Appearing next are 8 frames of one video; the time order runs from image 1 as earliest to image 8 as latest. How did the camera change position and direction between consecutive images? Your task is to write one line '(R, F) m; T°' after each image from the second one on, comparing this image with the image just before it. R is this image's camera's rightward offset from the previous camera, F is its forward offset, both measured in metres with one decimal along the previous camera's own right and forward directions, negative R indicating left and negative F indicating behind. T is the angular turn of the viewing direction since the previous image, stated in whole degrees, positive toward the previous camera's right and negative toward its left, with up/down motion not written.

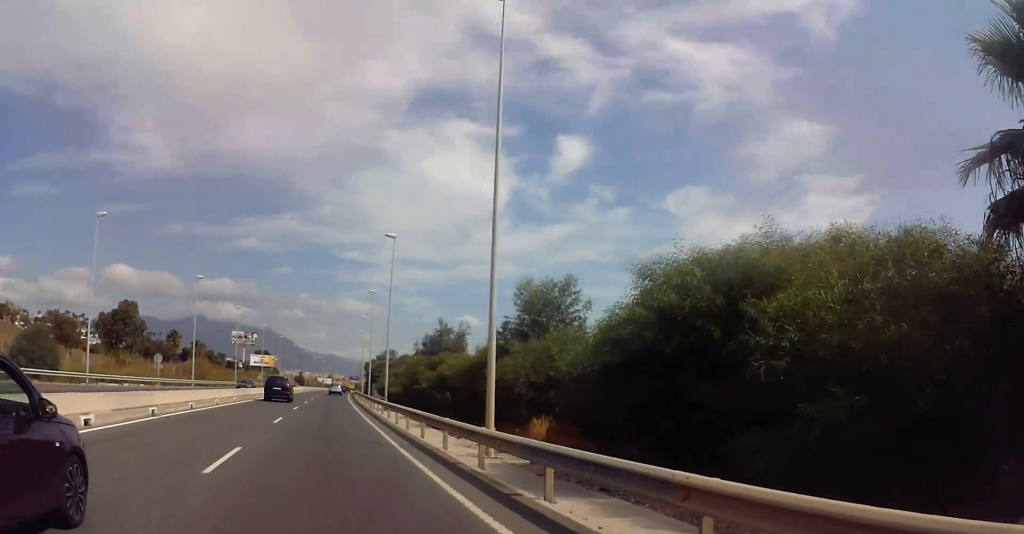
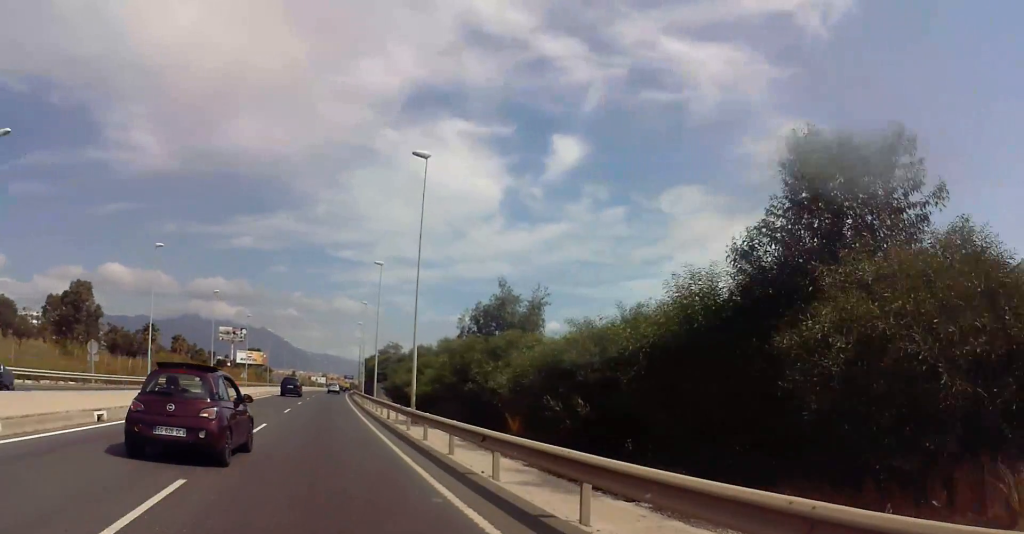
(+0.1, +17.0) m; +2°
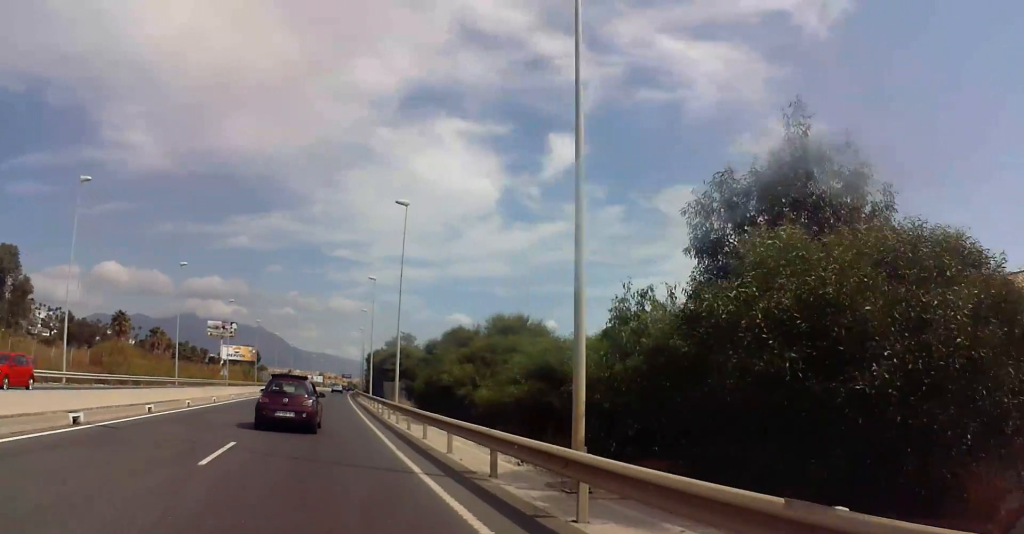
(+0.5, +20.9) m; 0°
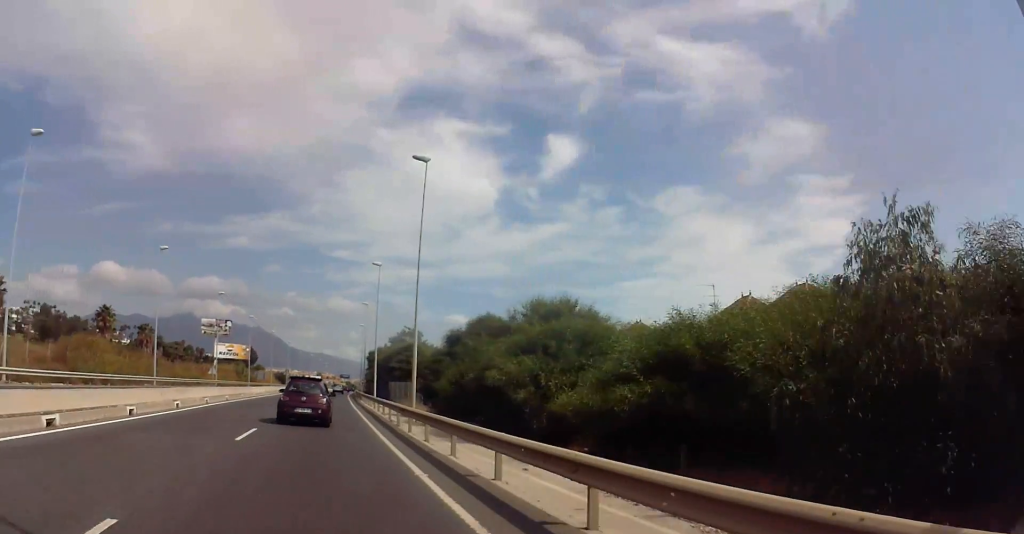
(+0.1, +7.8) m; -1°
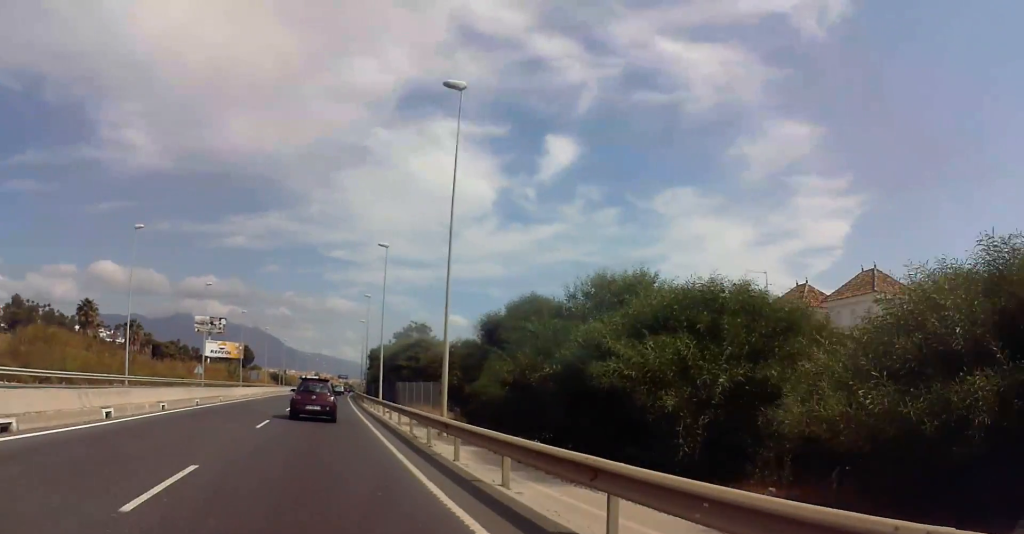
(-0.3, +9.1) m; +1°
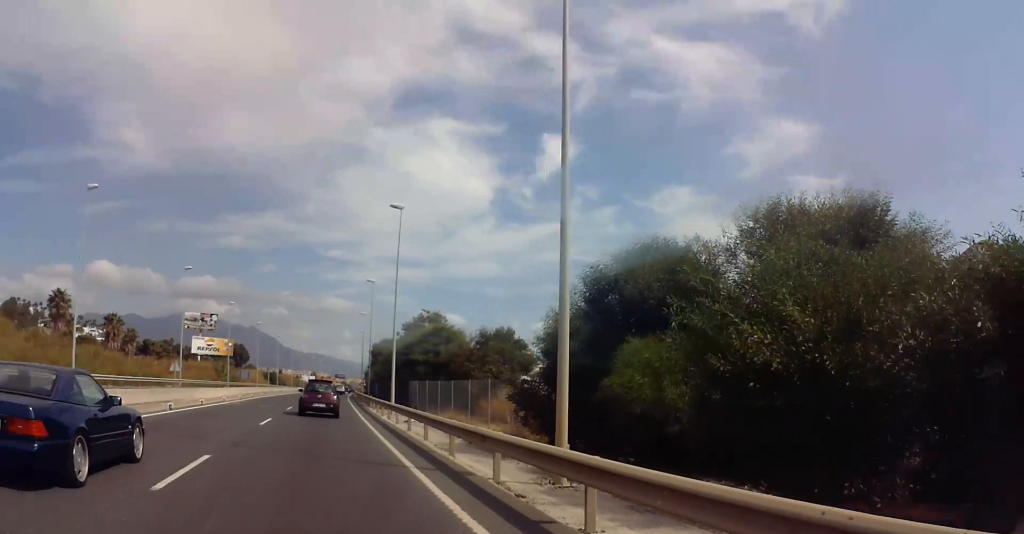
(+0.2, +11.6) m; +1°
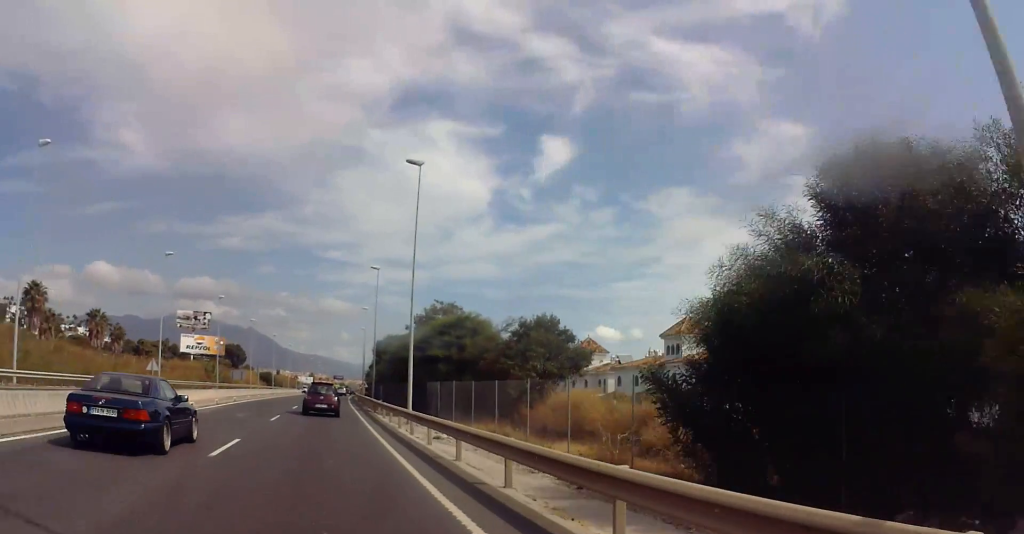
(+0.4, +8.8) m; 0°
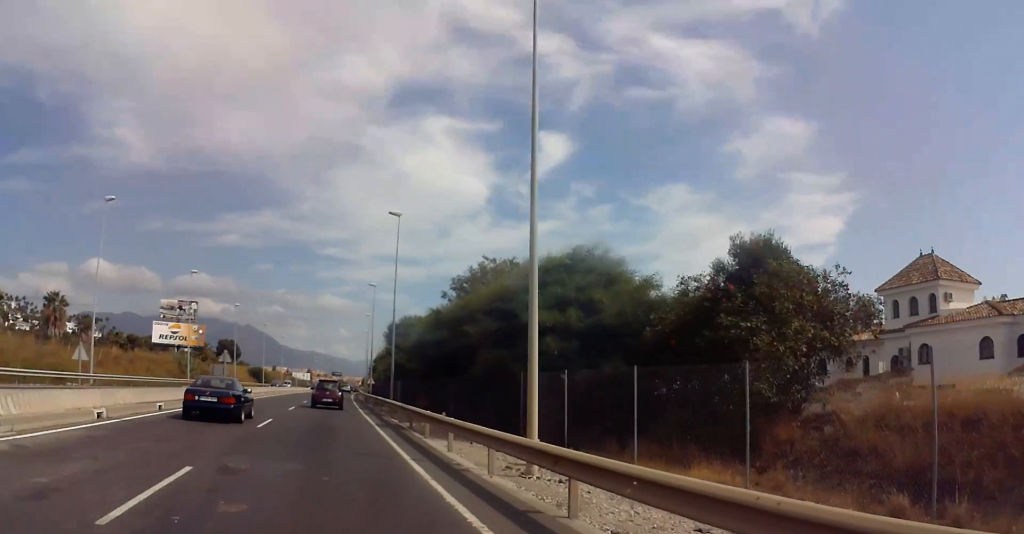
(-0.6, +18.4) m; -1°
